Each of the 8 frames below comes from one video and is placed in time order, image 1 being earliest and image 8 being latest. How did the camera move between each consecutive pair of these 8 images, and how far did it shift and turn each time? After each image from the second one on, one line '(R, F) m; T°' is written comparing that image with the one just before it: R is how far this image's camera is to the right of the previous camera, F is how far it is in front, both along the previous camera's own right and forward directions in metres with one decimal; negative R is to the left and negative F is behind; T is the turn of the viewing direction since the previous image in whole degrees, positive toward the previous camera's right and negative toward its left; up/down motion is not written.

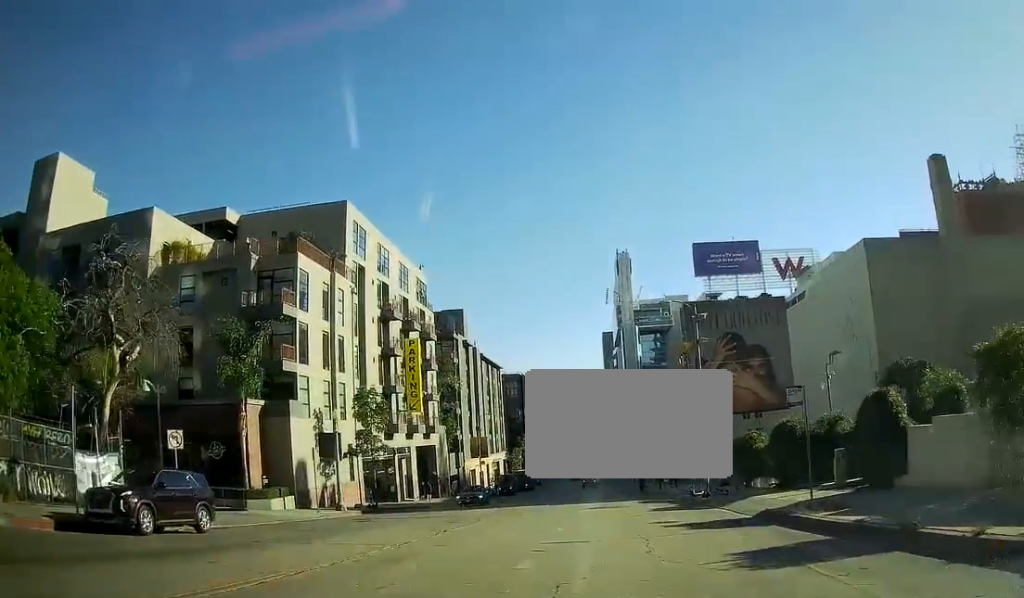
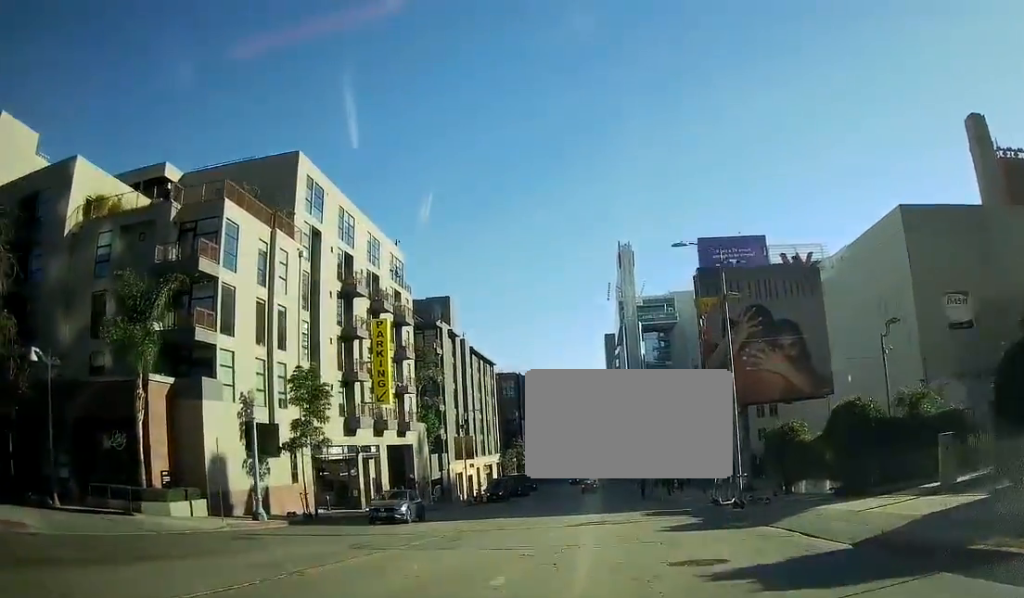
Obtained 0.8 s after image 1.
(+0.4, +10.0) m; +2°
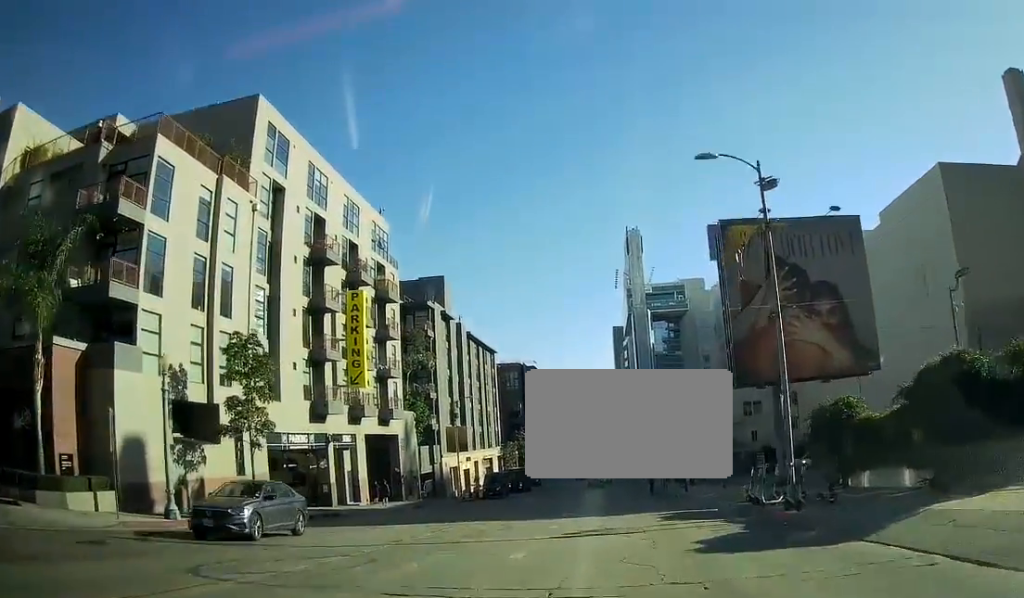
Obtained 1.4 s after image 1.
(+0.1, +7.5) m; +1°
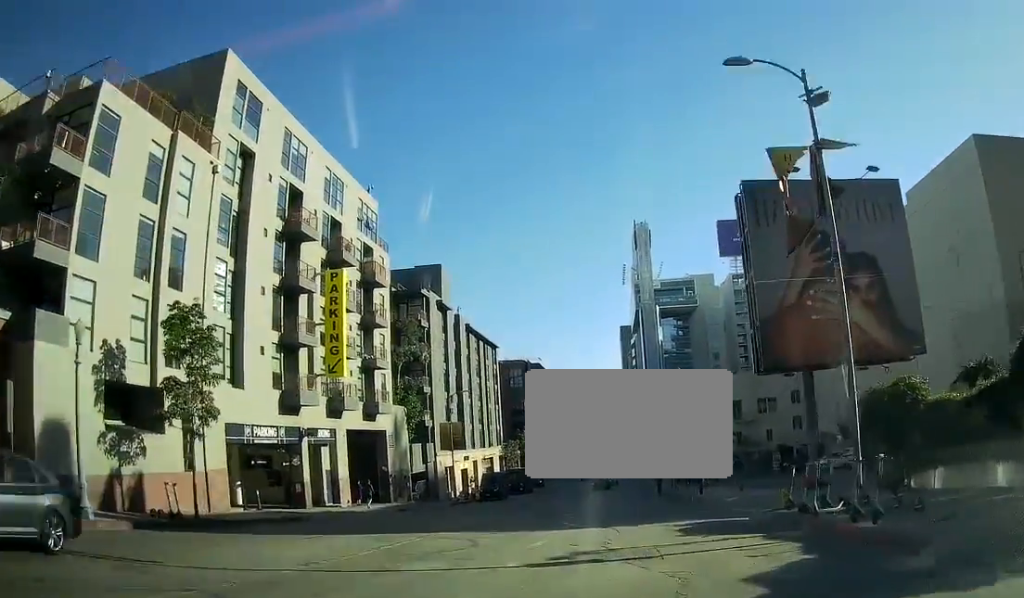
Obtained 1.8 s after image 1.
(0.0, +5.0) m; 0°
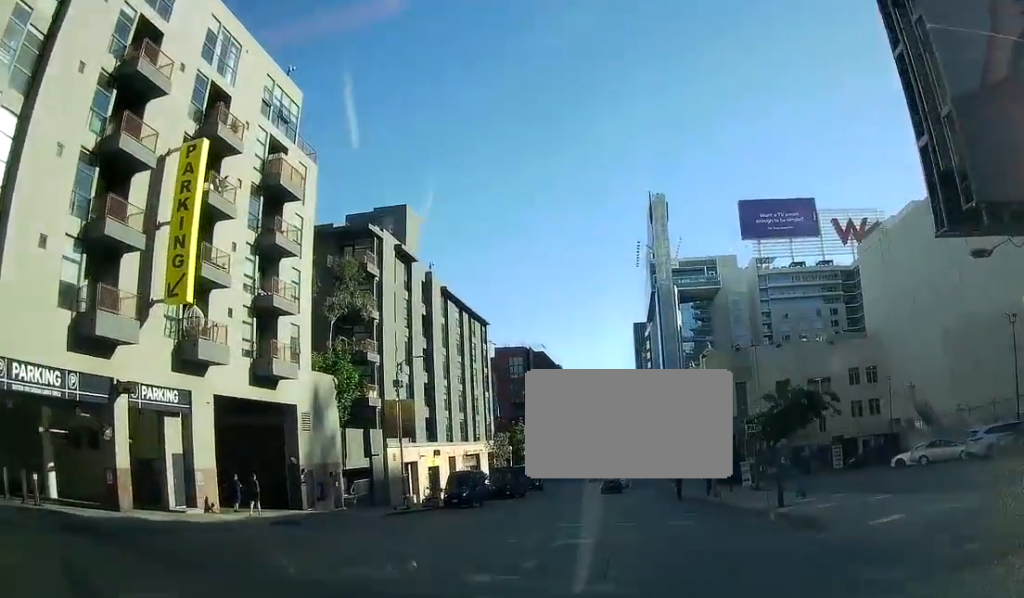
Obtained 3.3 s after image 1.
(0.0, +17.7) m; 0°
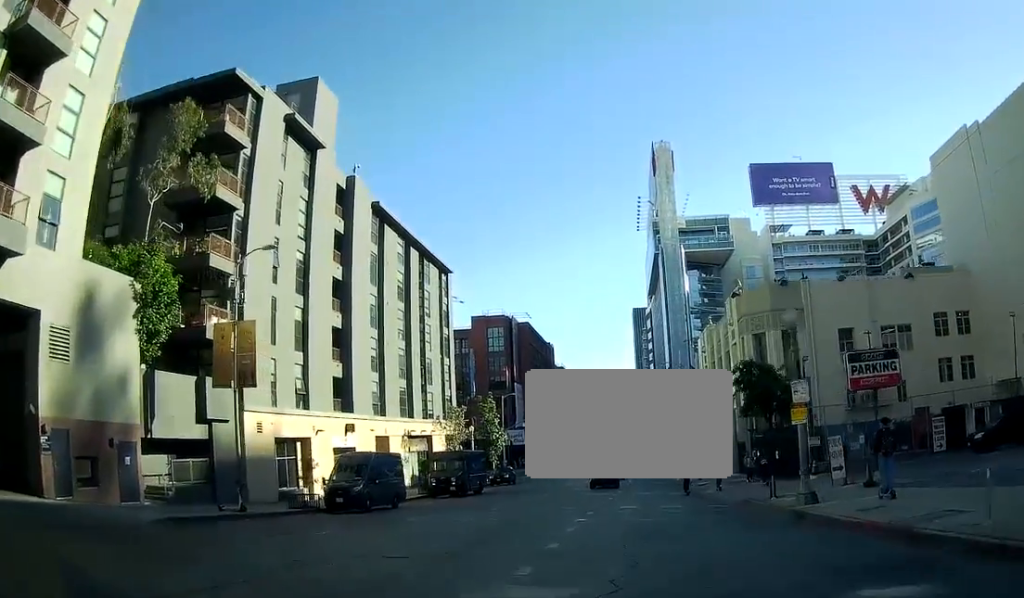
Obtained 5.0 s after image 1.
(0.0, +20.4) m; 0°
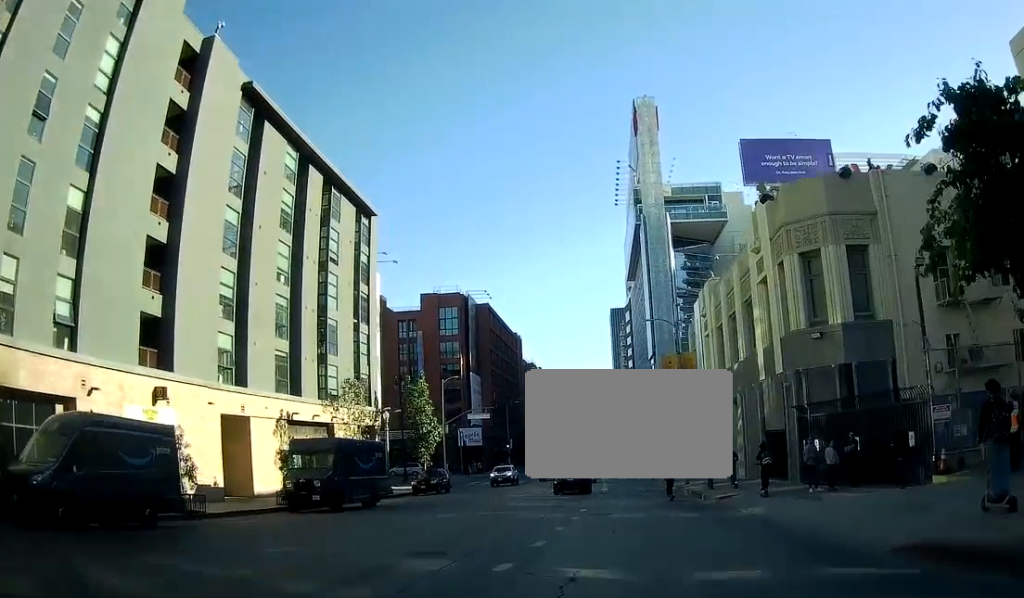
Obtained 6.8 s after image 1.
(0.0, +17.6) m; 0°
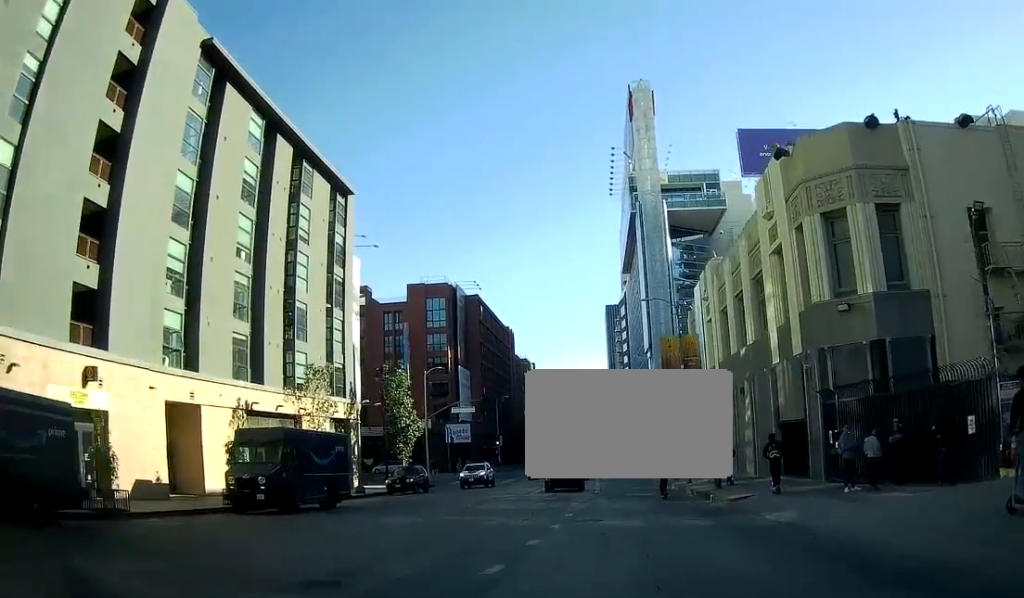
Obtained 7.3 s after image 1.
(0.0, +4.4) m; 0°
